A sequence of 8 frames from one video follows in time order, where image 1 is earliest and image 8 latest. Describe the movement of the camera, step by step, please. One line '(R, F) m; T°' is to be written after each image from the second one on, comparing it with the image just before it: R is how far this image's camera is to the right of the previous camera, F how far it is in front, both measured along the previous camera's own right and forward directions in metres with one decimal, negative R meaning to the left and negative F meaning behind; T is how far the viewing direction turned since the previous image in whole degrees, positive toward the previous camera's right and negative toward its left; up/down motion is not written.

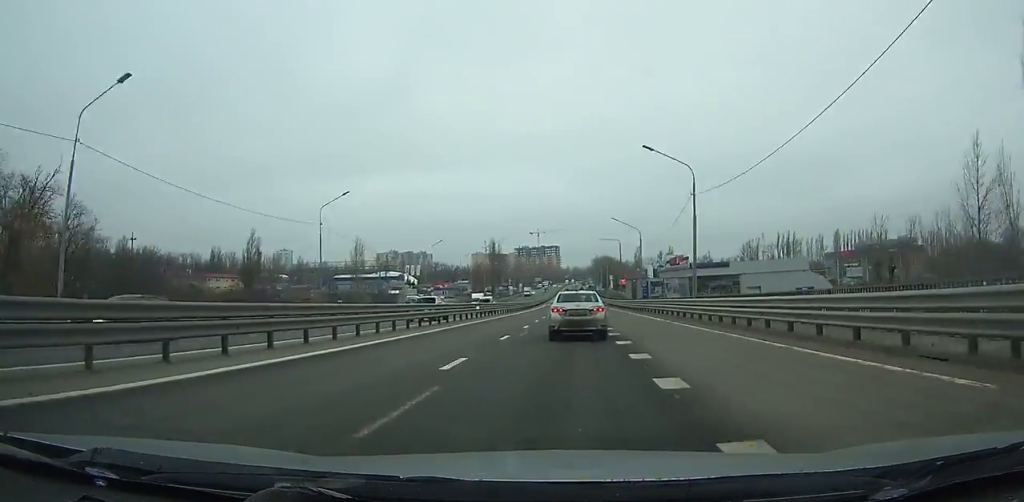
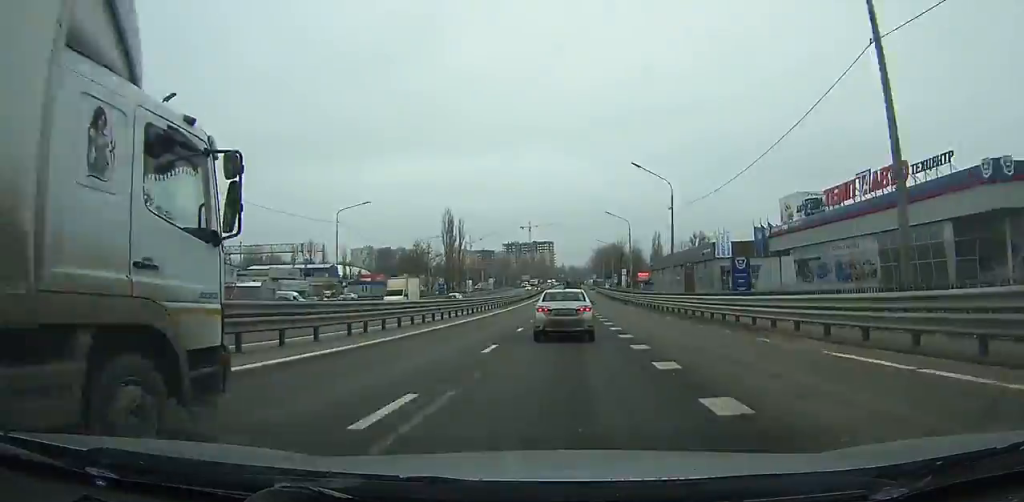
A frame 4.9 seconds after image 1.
(-0.2, +85.0) m; -1°
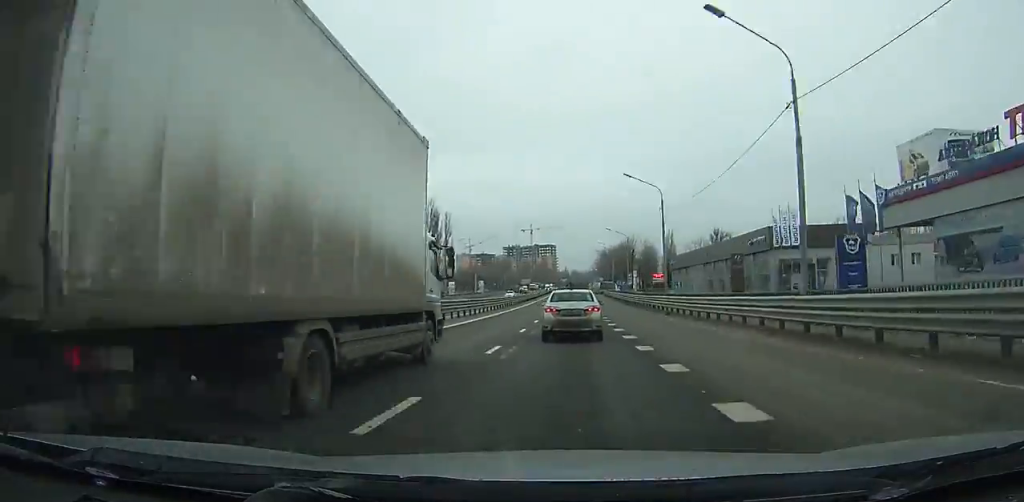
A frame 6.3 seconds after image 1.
(-0.2, +24.3) m; 0°
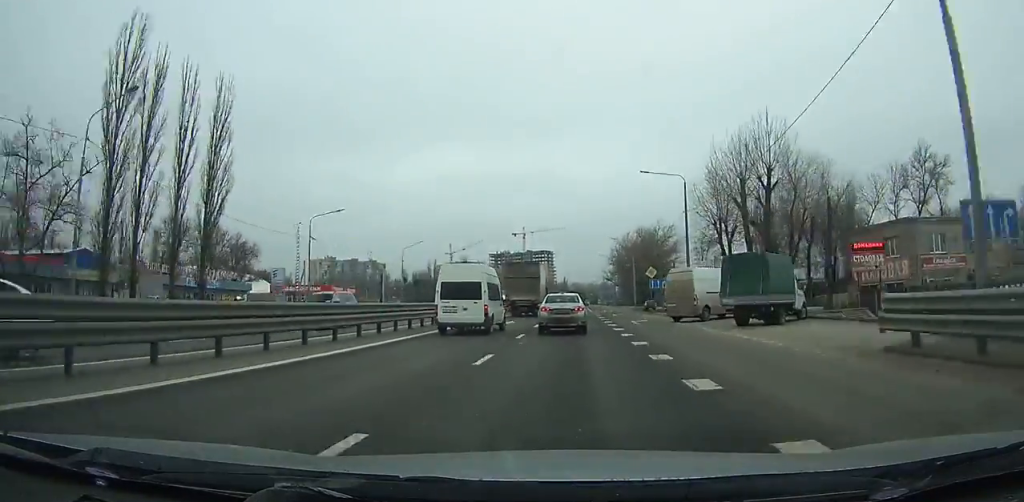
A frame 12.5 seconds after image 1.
(+0.4, +109.1) m; 0°
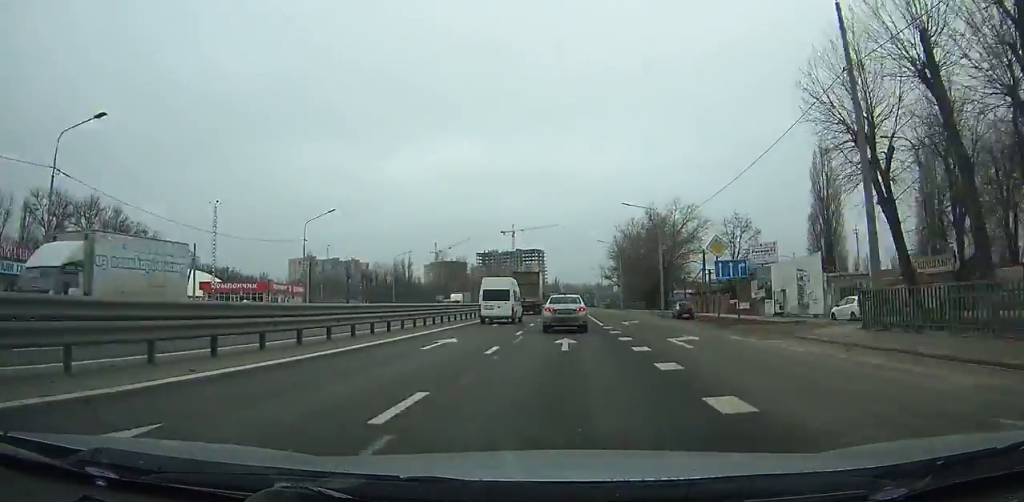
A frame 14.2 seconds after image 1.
(0.0, +31.0) m; 0°
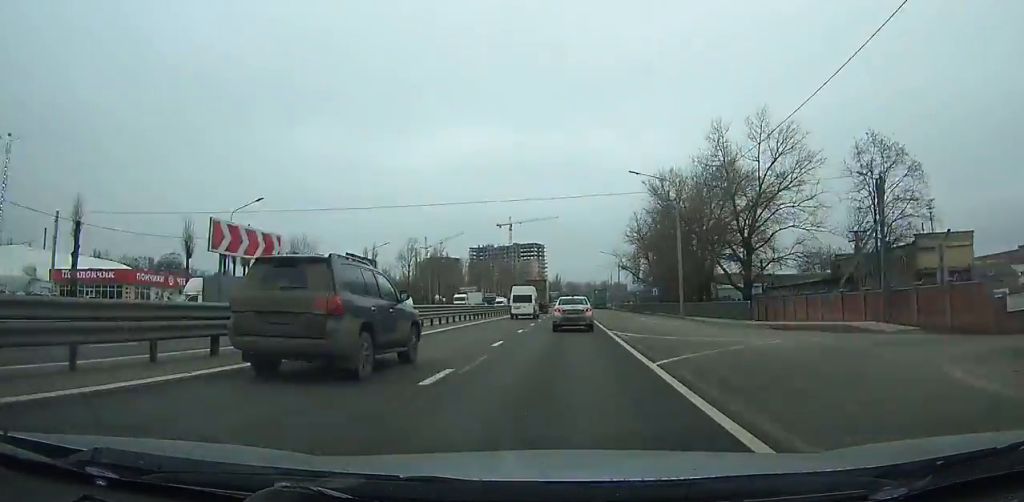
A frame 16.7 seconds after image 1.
(-0.1, +46.6) m; 0°
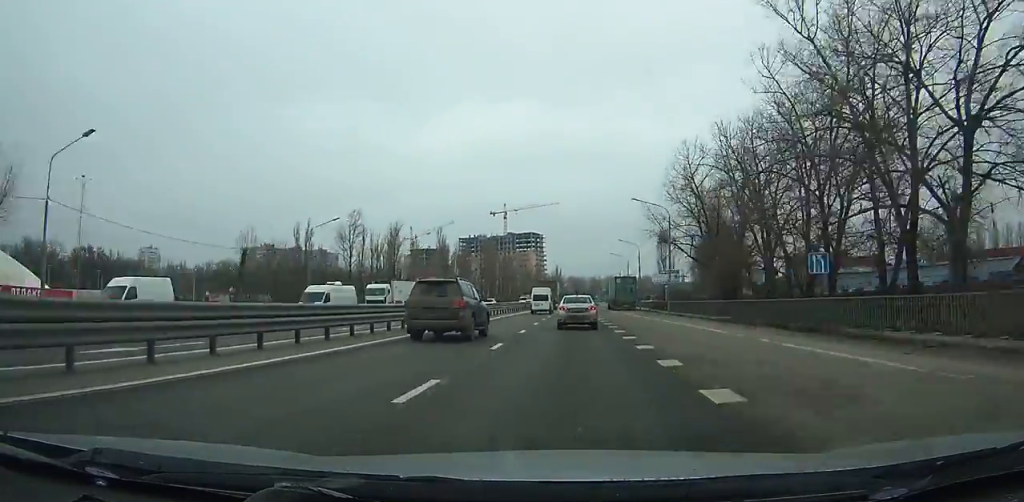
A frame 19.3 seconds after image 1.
(-0.2, +50.1) m; +1°
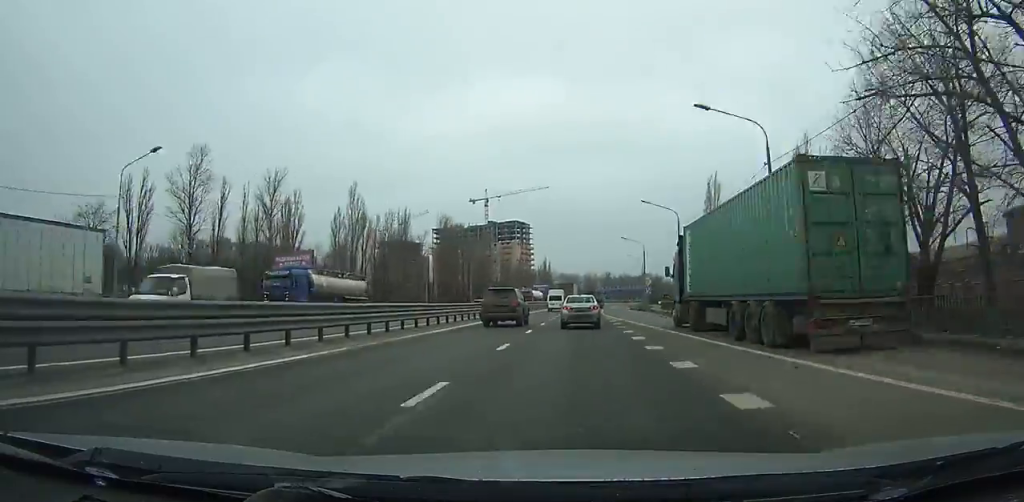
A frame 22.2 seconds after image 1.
(+0.7, +57.3) m; +2°
